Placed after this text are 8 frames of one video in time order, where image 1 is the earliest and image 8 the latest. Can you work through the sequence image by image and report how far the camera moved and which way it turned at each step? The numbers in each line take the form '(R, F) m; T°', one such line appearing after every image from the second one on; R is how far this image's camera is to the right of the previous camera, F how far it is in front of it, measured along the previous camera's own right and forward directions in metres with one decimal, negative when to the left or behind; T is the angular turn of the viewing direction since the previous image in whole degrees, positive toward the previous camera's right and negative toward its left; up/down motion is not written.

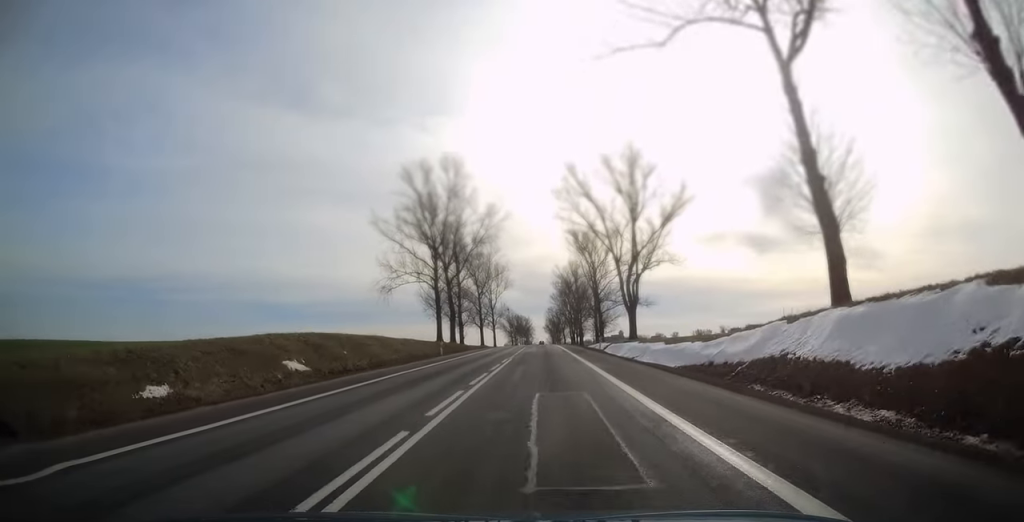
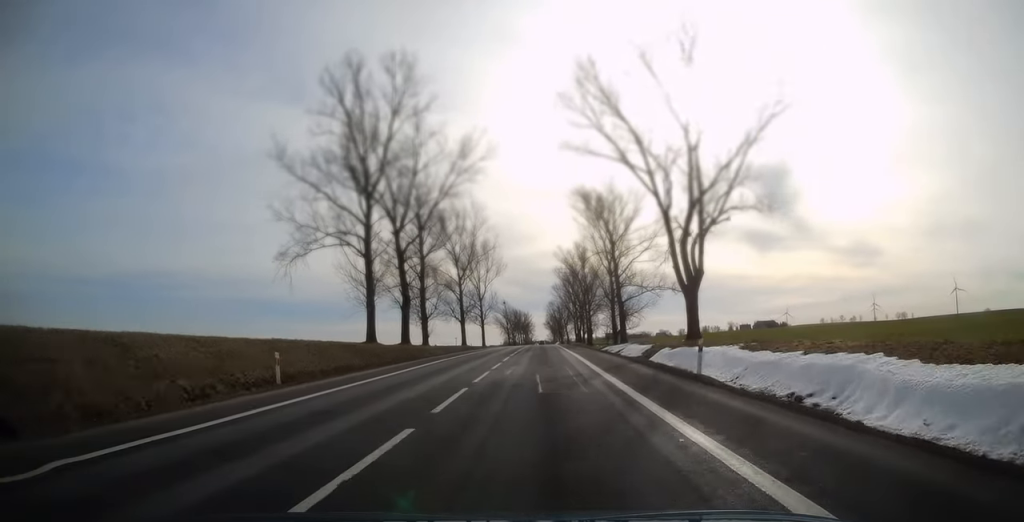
(0.0, +29.5) m; 0°
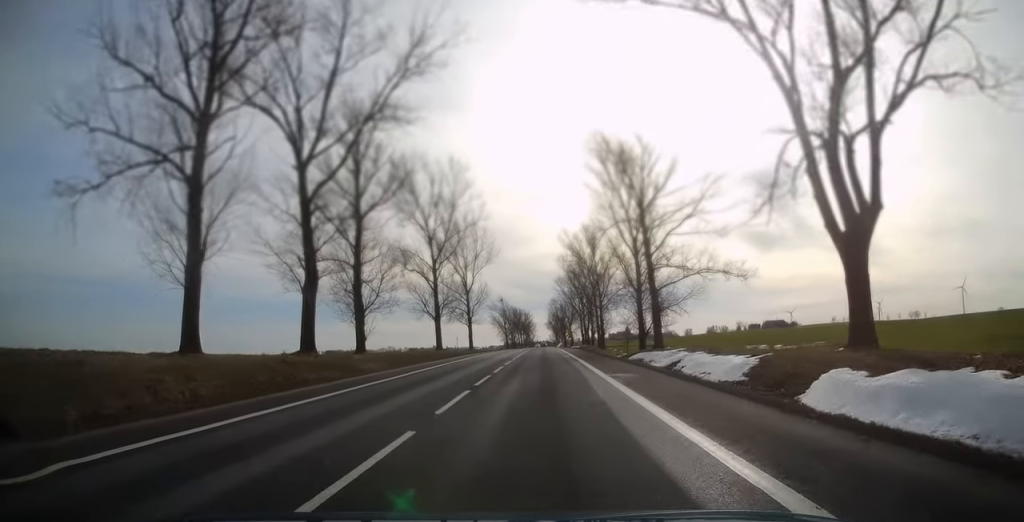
(+0.1, +24.0) m; 0°
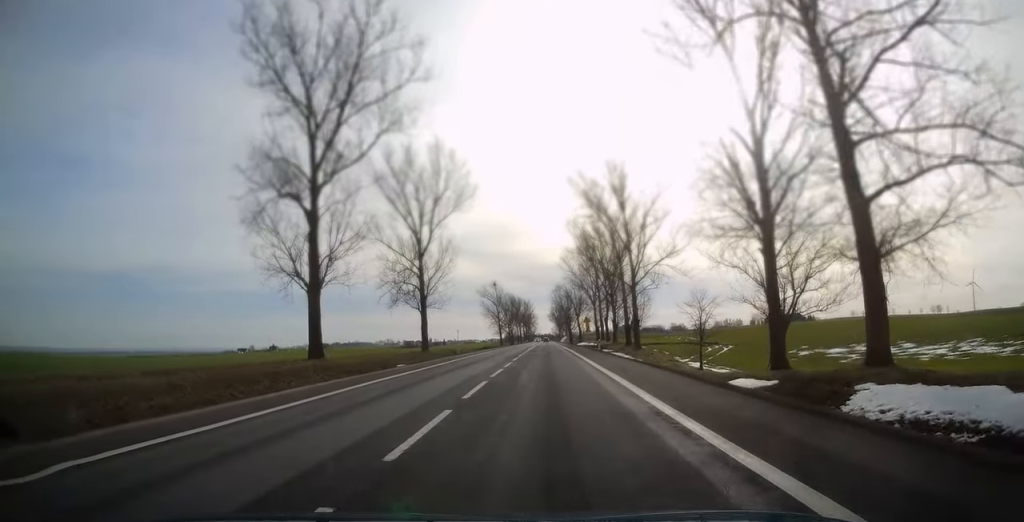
(-0.3, +39.7) m; -1°
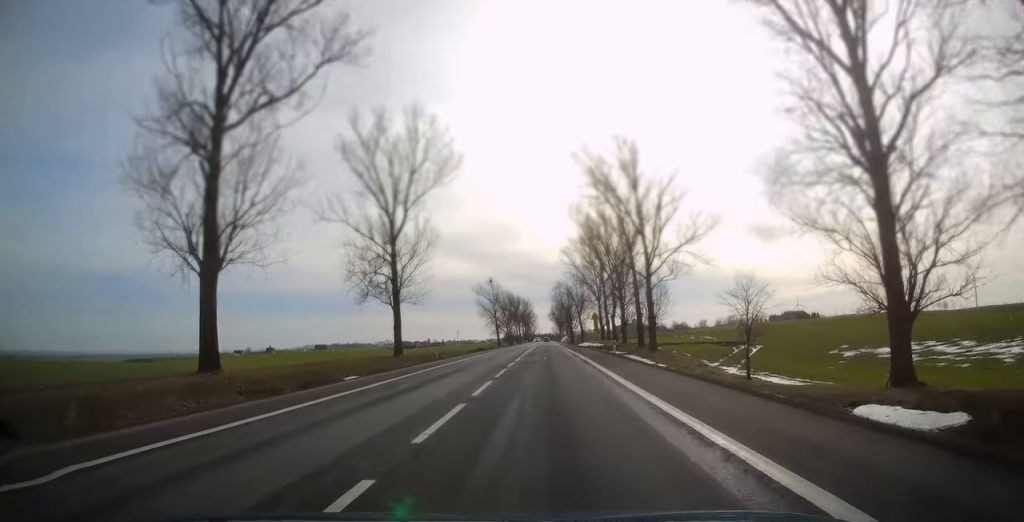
(0.0, +11.0) m; 0°
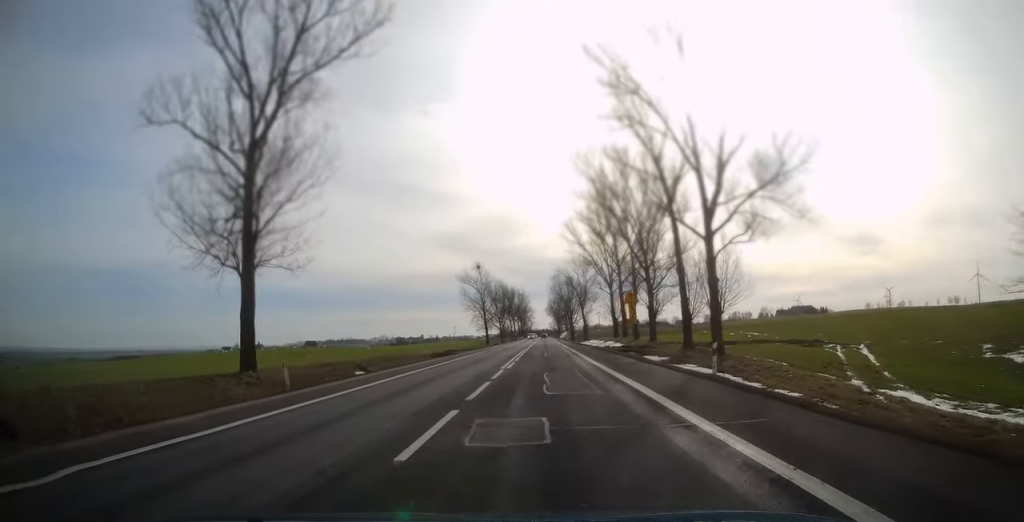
(+0.1, +25.1) m; 0°
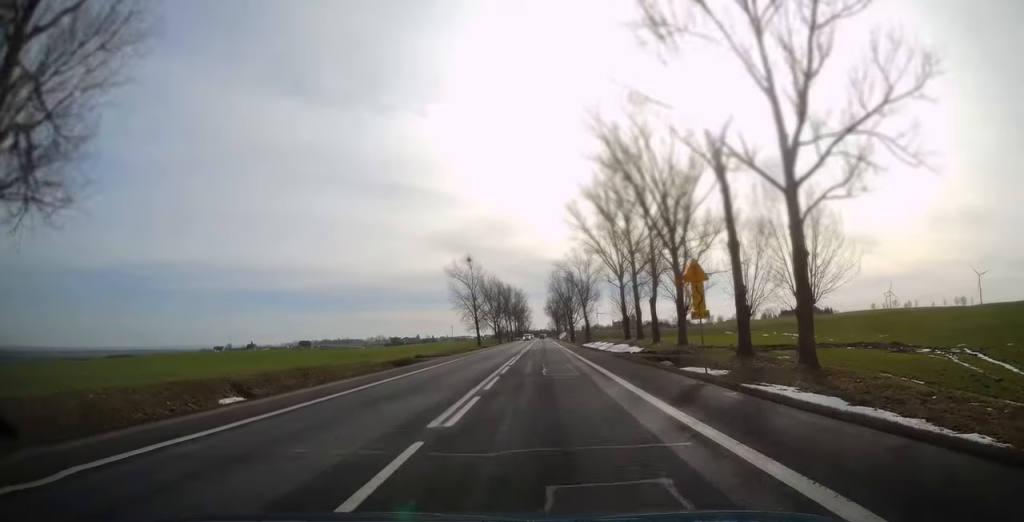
(0.0, +14.5) m; 0°
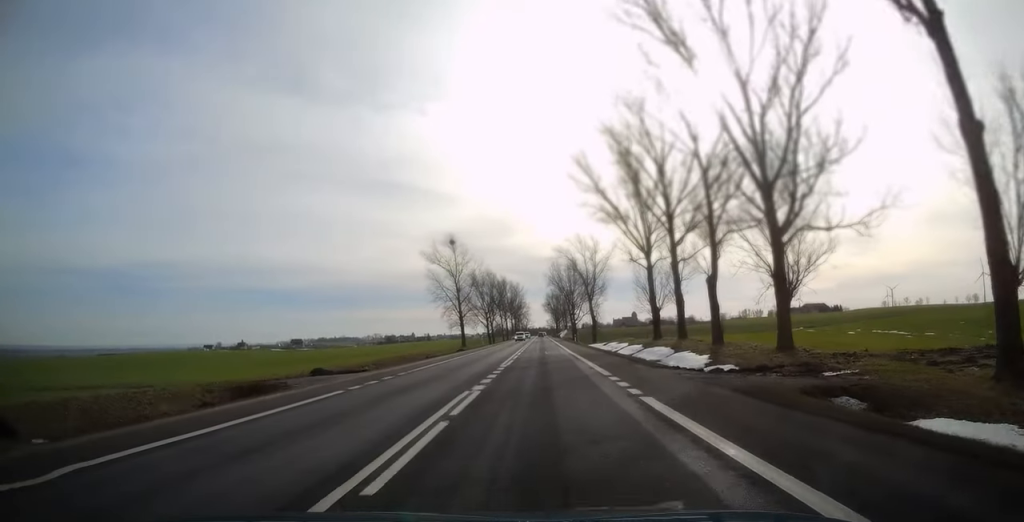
(+0.1, +21.8) m; 0°
